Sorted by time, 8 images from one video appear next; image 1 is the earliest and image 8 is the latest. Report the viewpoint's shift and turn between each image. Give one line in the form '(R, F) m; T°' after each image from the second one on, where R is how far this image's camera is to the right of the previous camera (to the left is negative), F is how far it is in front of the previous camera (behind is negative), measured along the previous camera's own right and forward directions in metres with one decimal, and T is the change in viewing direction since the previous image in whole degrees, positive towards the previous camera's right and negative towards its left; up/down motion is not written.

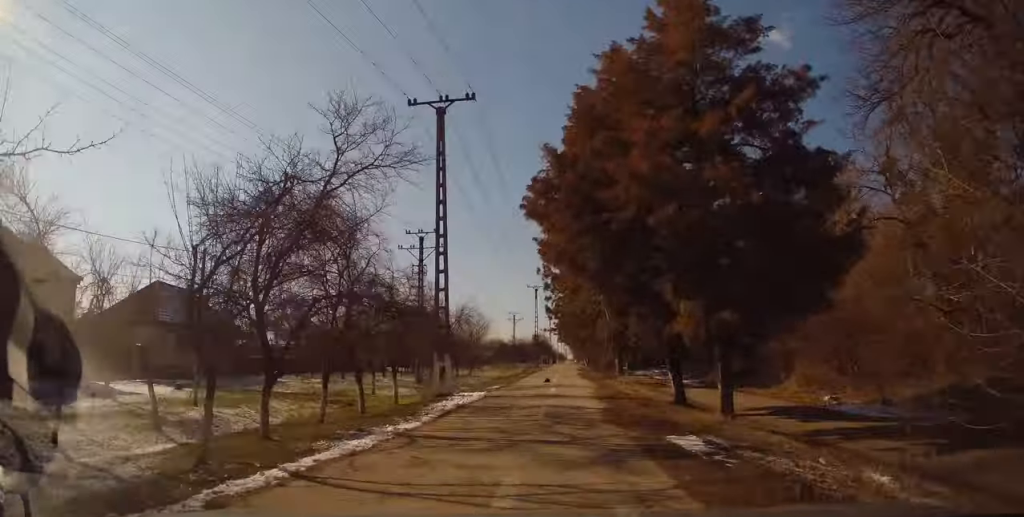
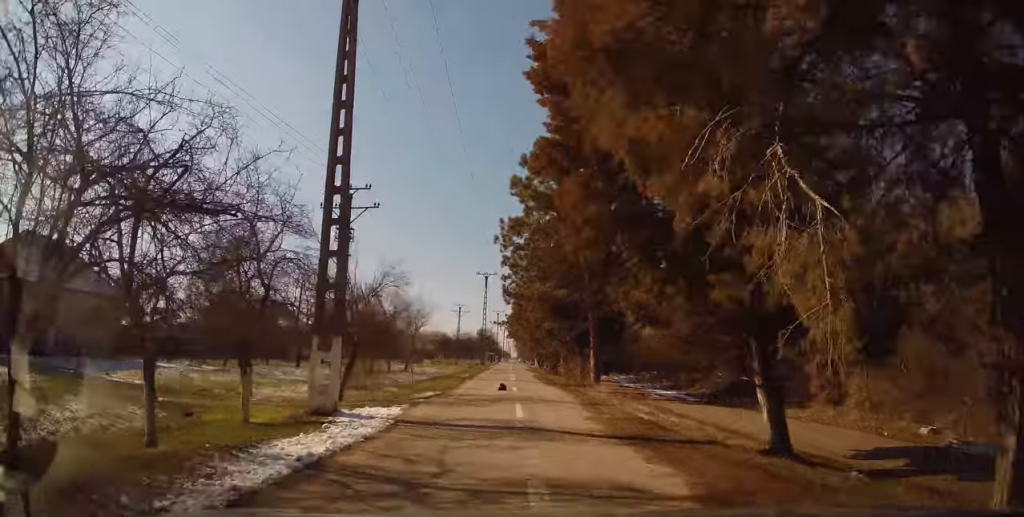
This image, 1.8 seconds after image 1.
(+1.0, +9.2) m; +6°
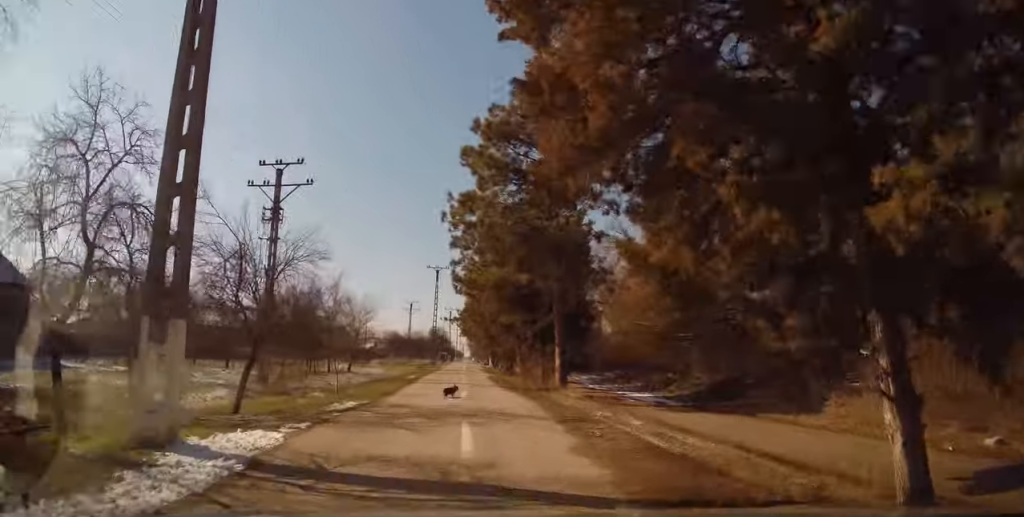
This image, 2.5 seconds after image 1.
(0.0, +4.0) m; 0°
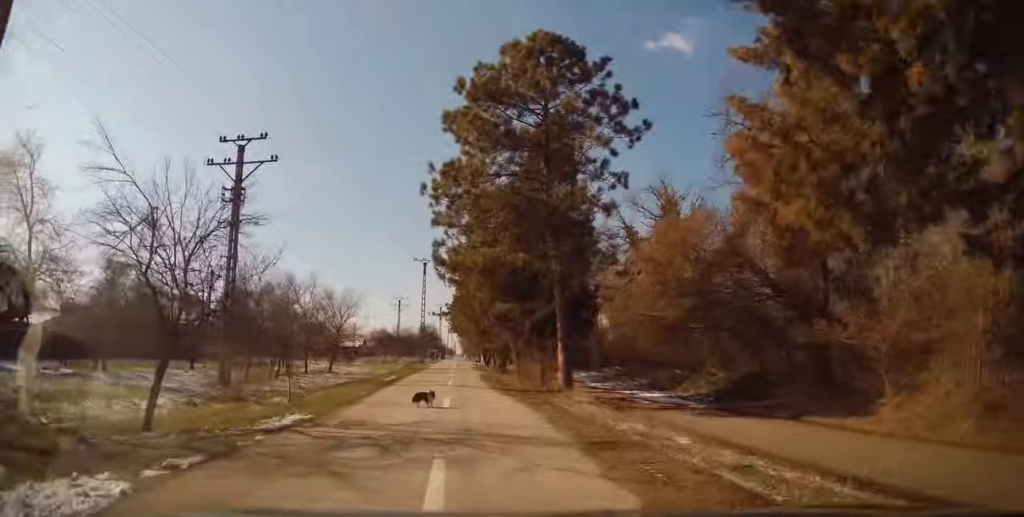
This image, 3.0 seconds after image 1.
(0.0, +3.3) m; 0°
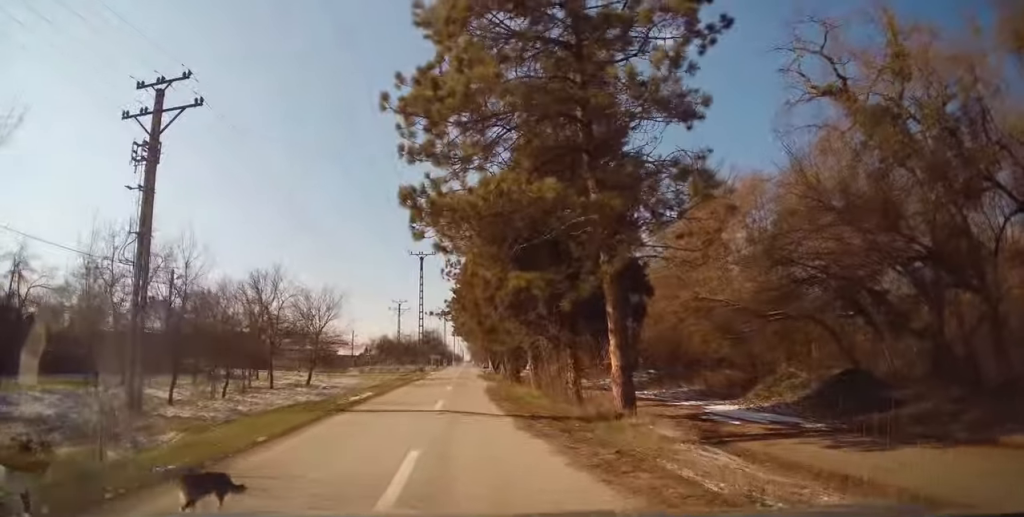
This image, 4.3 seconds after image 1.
(+0.3, +8.1) m; +4°
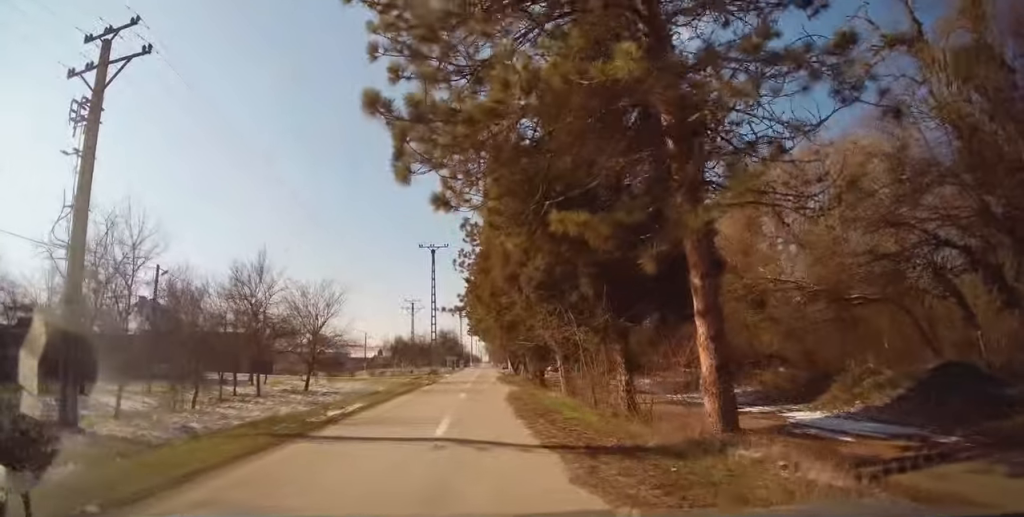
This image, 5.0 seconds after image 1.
(+0.4, +4.4) m; 0°
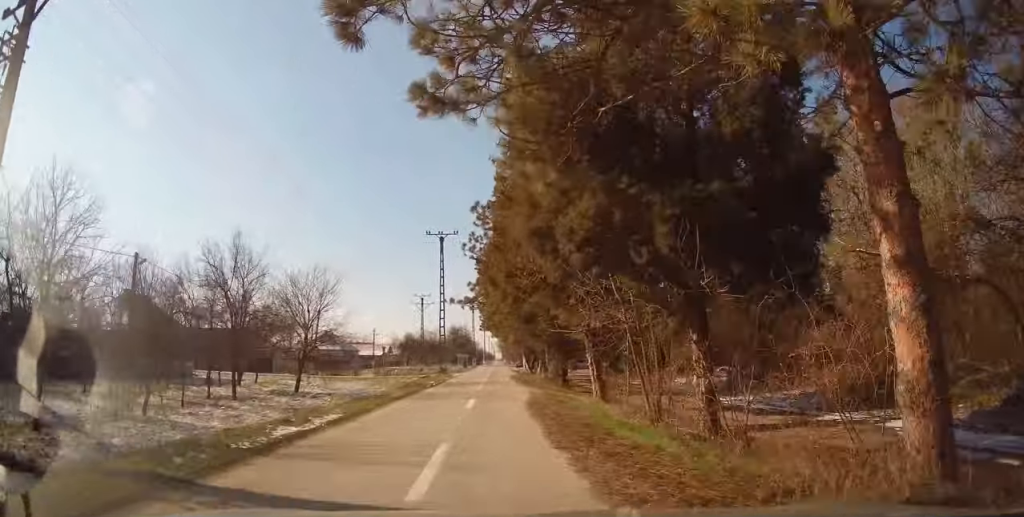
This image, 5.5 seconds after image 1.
(-0.3, +4.2) m; -3°
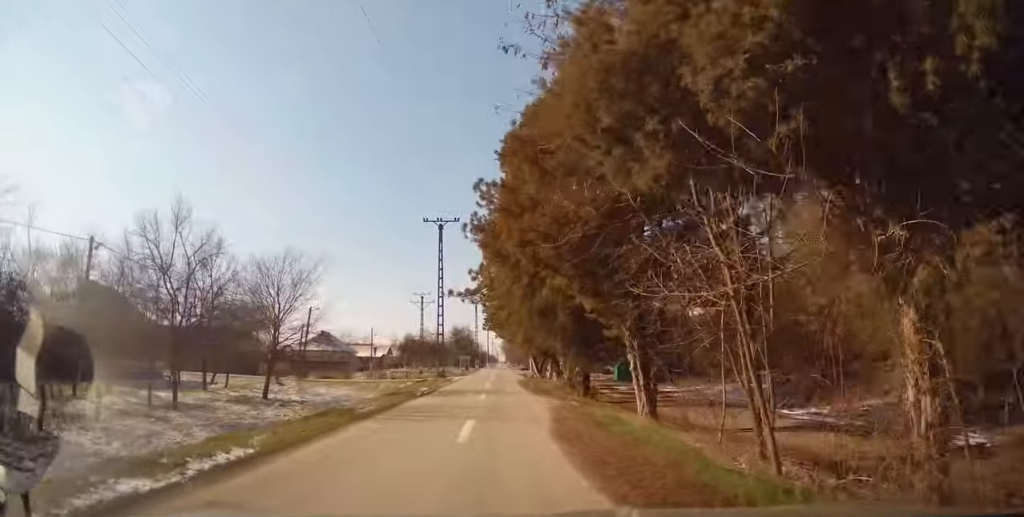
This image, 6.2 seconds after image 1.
(-0.2, +4.8) m; -2°
